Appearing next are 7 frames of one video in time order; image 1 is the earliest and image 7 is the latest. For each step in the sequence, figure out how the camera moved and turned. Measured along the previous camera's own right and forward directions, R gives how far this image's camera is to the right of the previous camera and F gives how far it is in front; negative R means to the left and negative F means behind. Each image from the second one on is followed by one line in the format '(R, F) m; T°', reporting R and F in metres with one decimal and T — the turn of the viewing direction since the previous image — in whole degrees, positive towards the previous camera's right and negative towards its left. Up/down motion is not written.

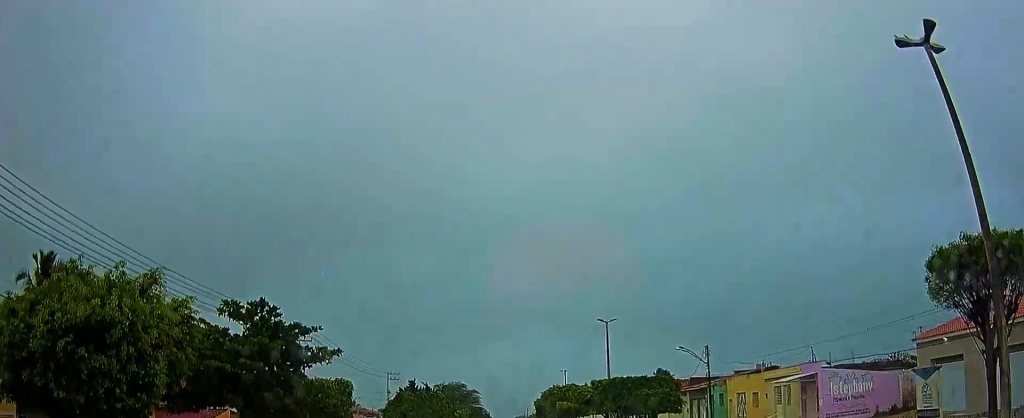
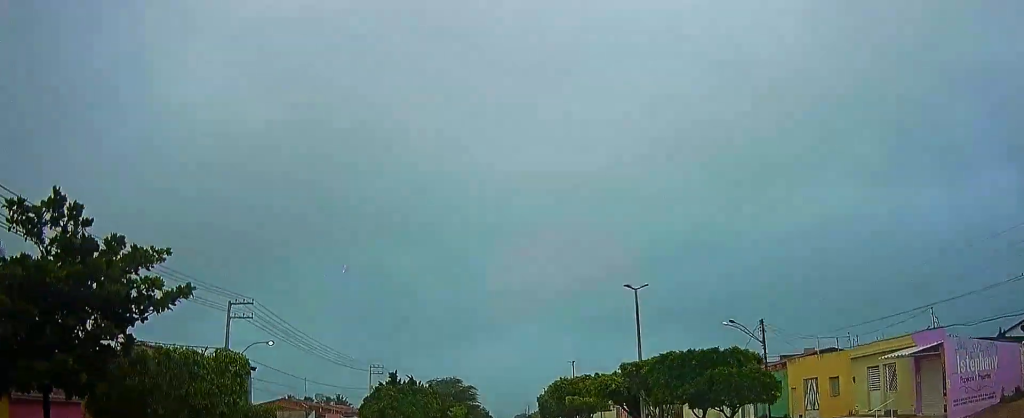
(0.0, +9.8) m; 0°
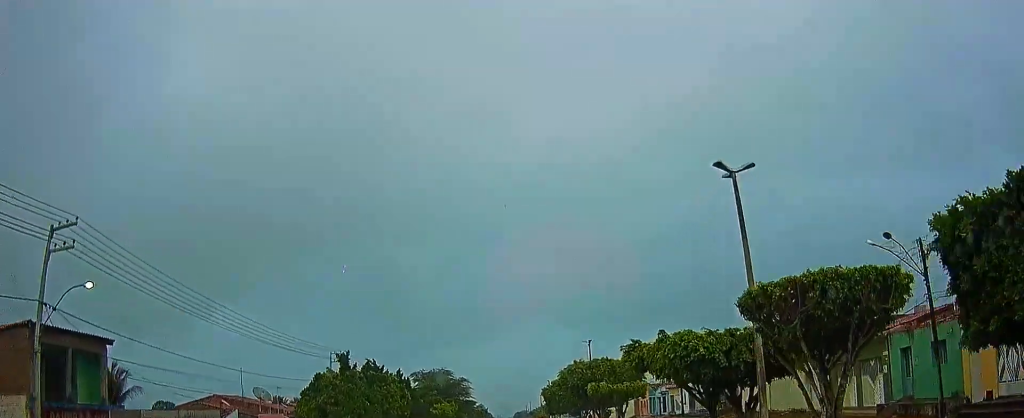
(0.0, +15.5) m; 0°
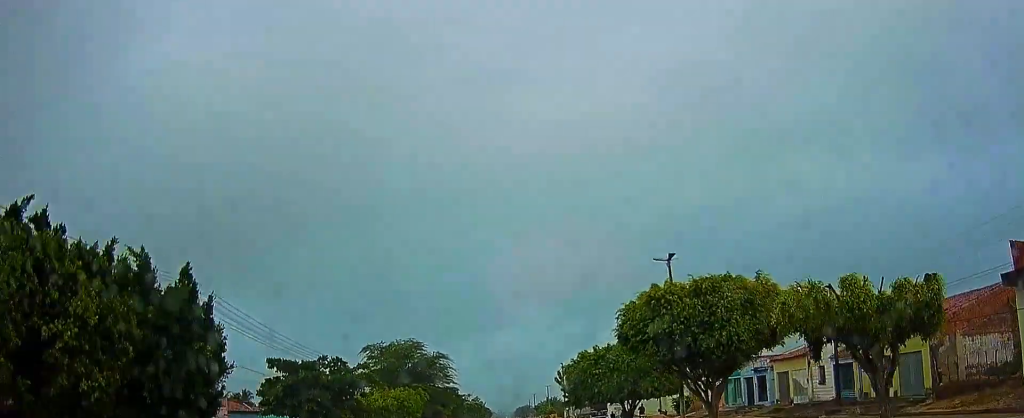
(-0.6, +29.8) m; -2°
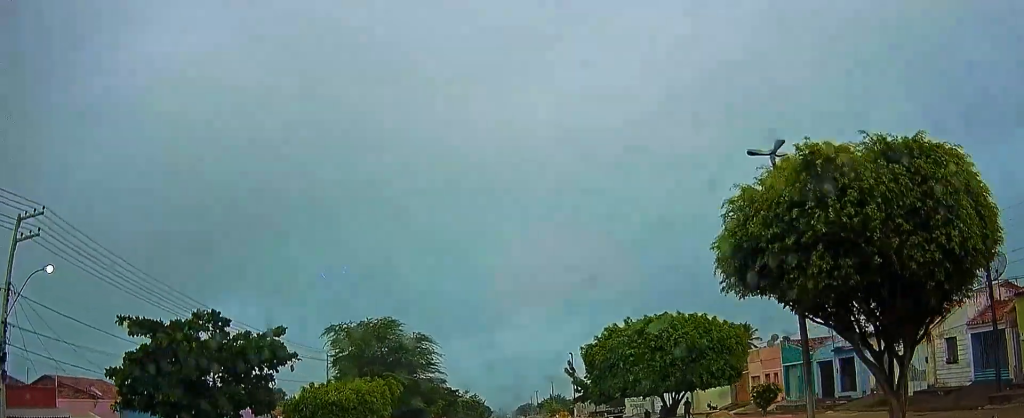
(0.0, +14.1) m; +1°
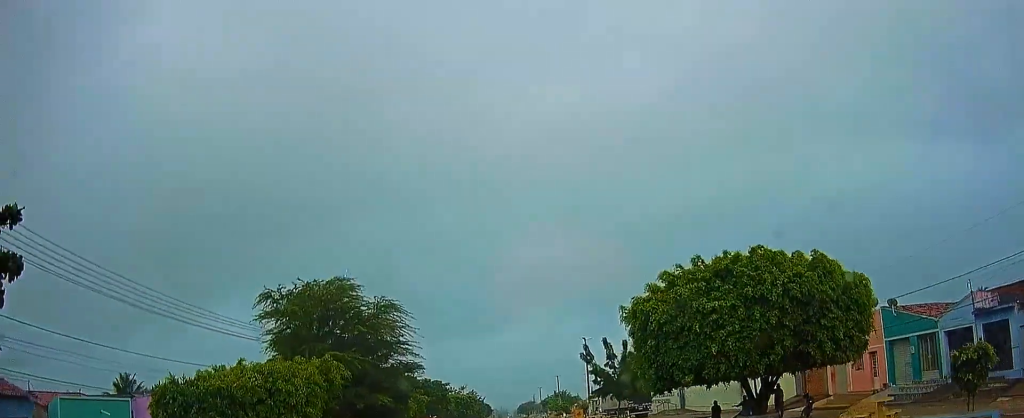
(+0.3, +17.2) m; -1°
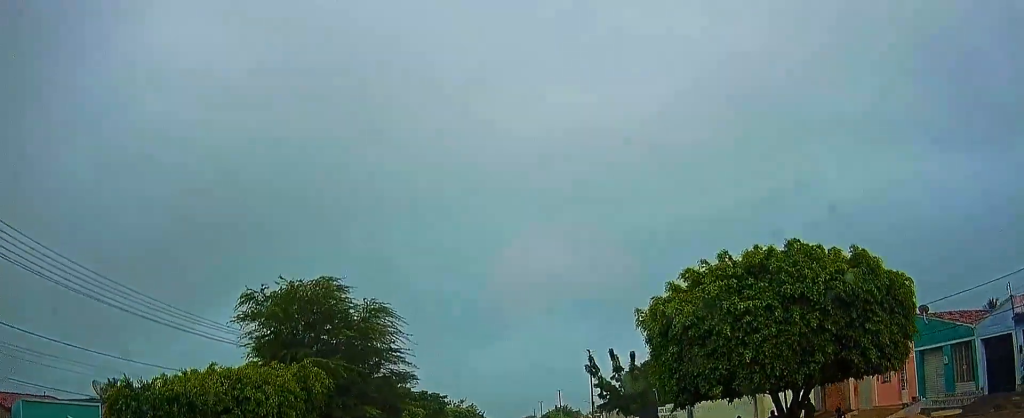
(-0.1, +4.9) m; -1°
